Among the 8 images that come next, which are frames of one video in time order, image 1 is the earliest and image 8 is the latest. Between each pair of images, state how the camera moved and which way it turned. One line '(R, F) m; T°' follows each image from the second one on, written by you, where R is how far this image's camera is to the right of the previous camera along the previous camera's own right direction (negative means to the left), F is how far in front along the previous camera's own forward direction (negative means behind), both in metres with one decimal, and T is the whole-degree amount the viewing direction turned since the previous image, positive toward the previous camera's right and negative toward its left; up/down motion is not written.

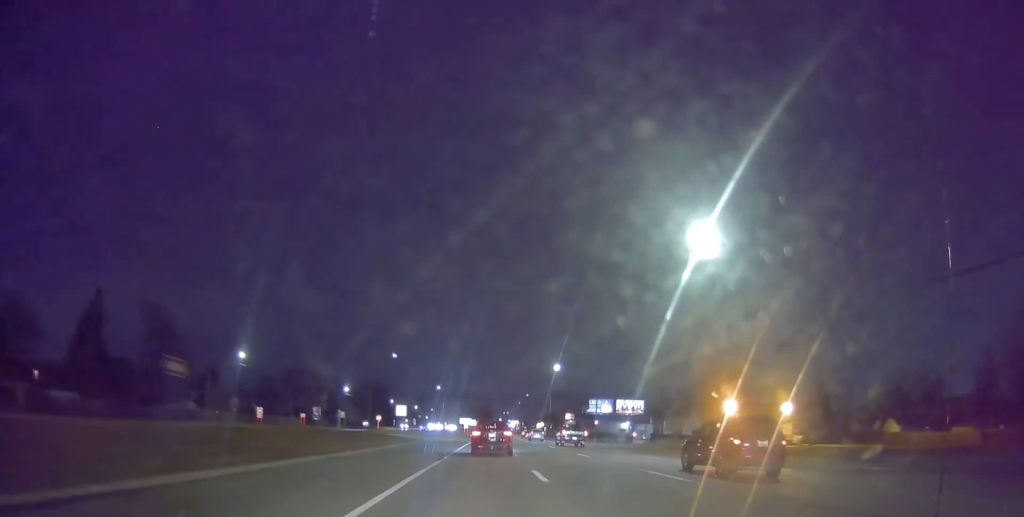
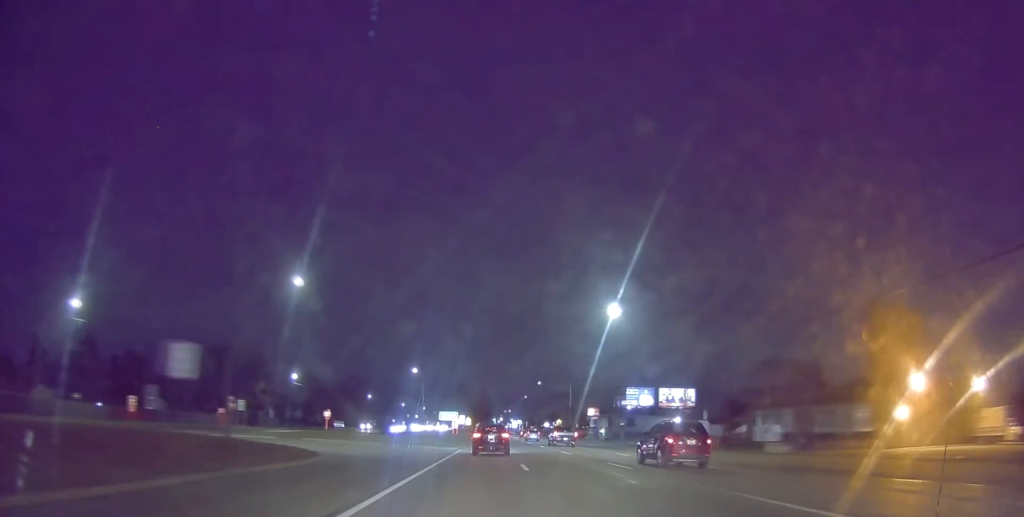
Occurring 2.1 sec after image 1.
(+0.3, +39.3) m; -2°
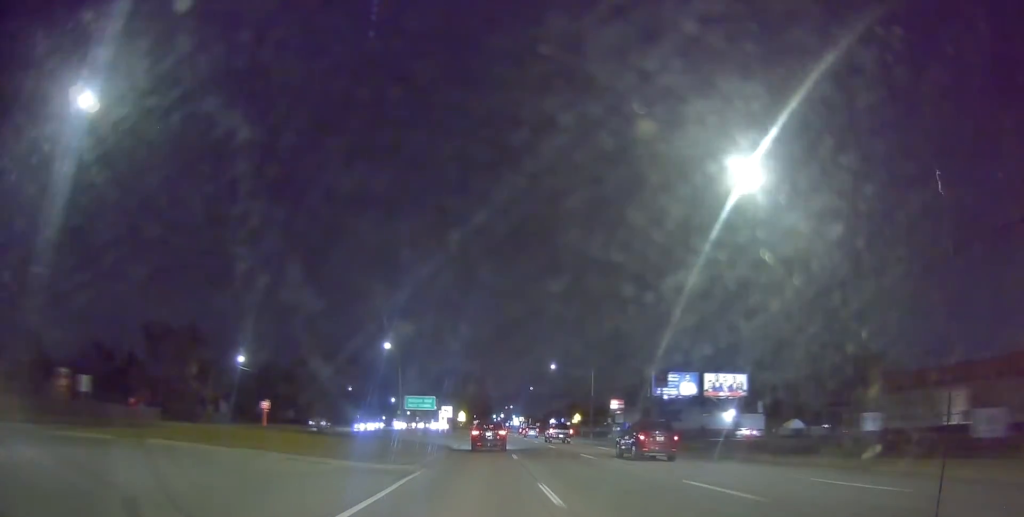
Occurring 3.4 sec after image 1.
(-0.8, +24.3) m; 0°
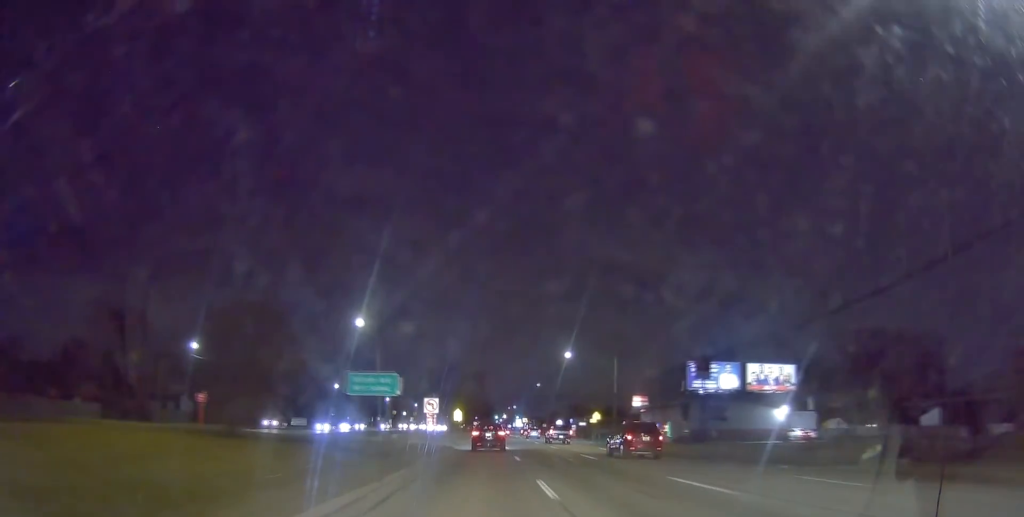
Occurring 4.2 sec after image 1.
(+0.6, +15.1) m; +2°
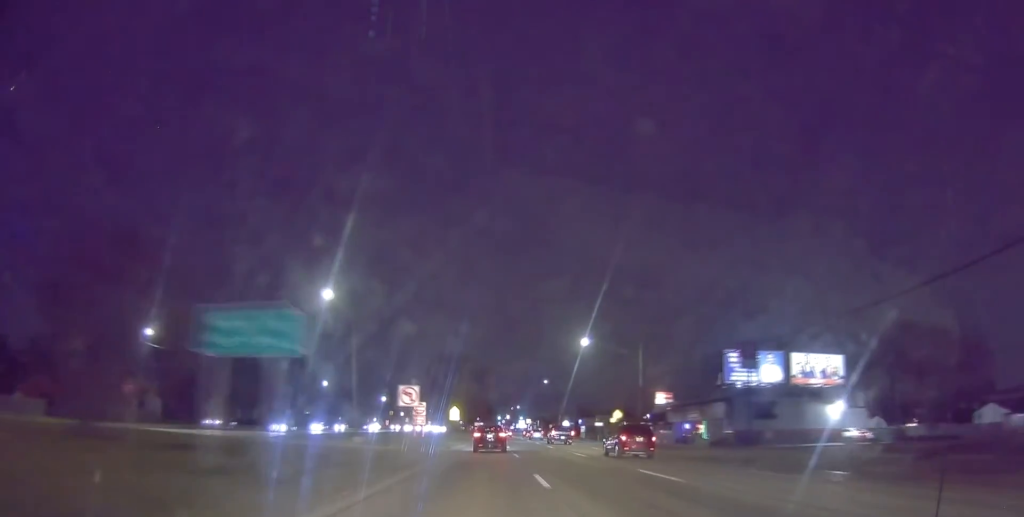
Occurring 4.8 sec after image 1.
(+0.1, +11.4) m; -1°
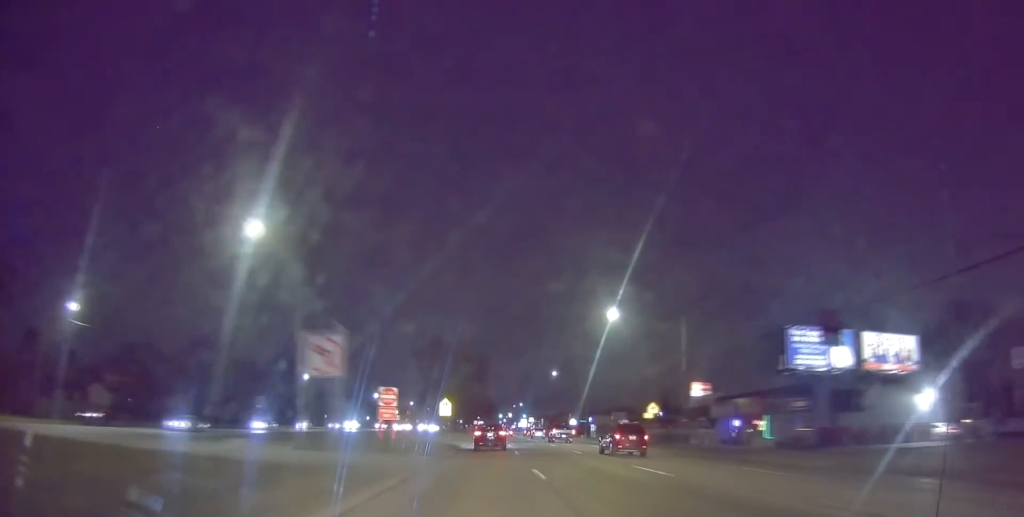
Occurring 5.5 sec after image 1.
(-0.1, +13.9) m; -1°
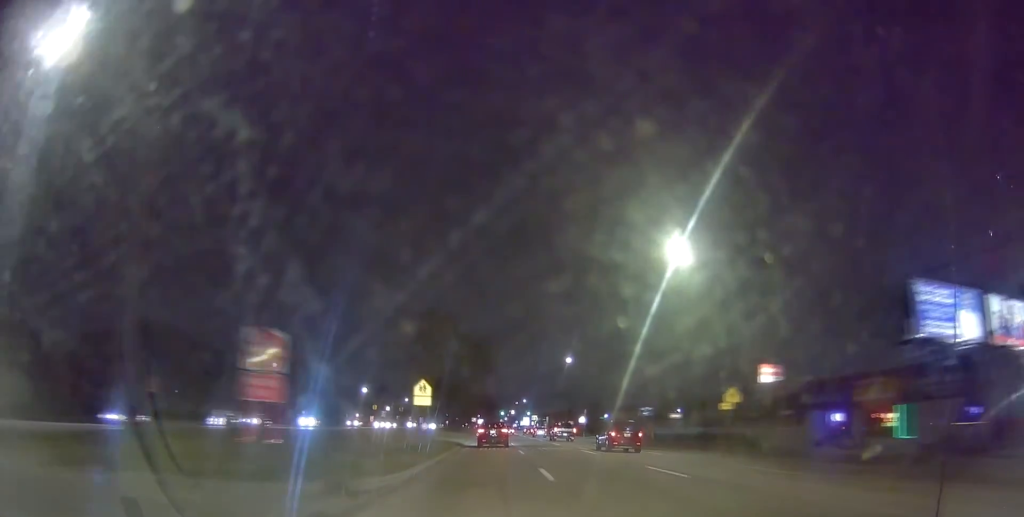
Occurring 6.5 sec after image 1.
(-0.5, +17.8) m; 0°
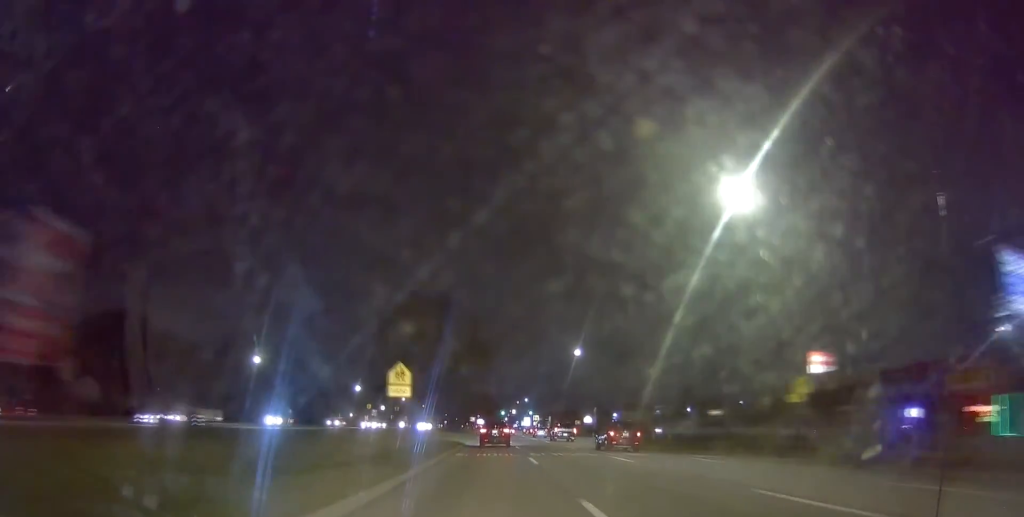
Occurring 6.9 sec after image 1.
(+0.3, +8.2) m; +1°
